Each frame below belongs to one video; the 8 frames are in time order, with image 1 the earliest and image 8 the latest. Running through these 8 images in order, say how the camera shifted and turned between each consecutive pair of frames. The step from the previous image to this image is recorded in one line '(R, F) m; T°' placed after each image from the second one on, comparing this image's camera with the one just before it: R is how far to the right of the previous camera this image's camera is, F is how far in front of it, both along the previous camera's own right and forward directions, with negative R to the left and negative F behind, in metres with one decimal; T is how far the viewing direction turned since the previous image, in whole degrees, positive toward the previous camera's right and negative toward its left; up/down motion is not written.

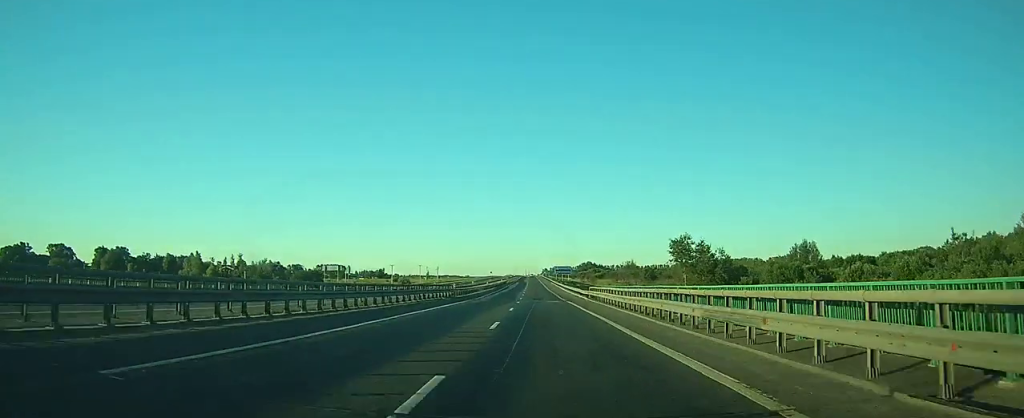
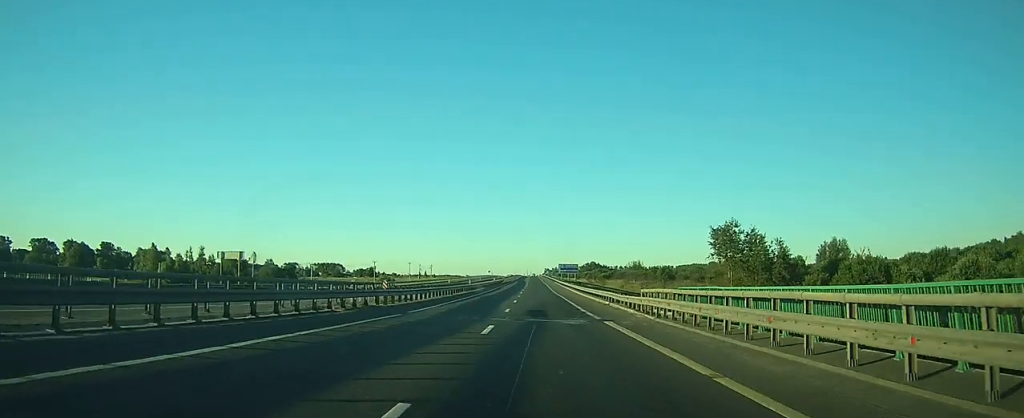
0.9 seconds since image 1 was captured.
(+0.1, +25.5) m; 0°
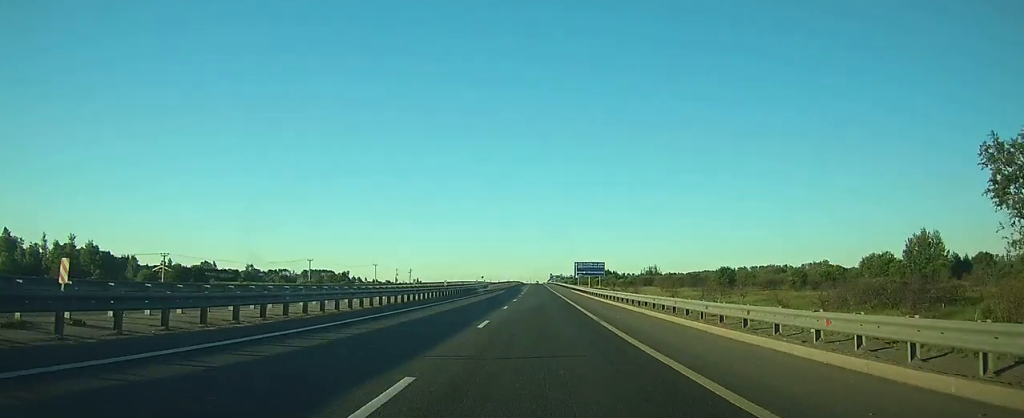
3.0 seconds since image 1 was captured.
(-0.2, +57.2) m; 0°
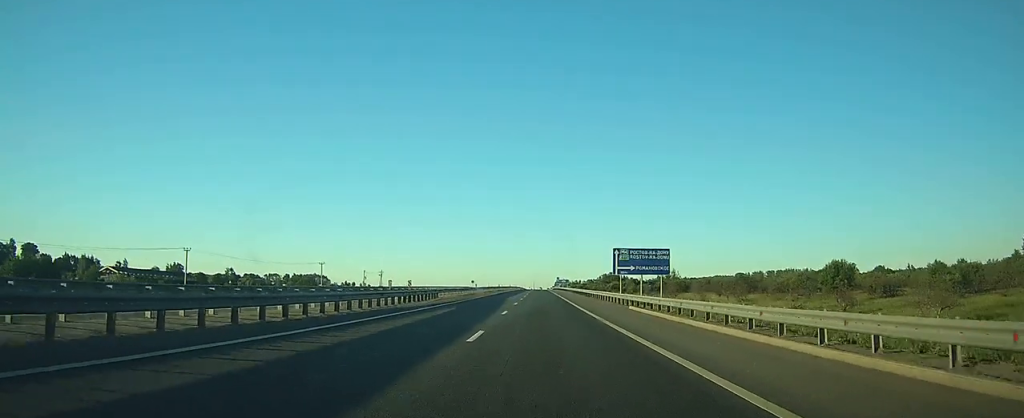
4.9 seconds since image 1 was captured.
(-0.3, +50.5) m; -1°
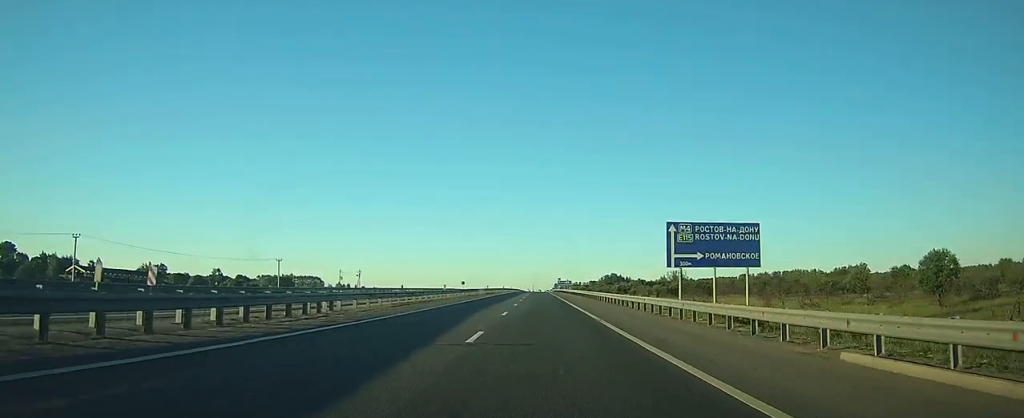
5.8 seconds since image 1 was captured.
(0.0, +23.4) m; 0°
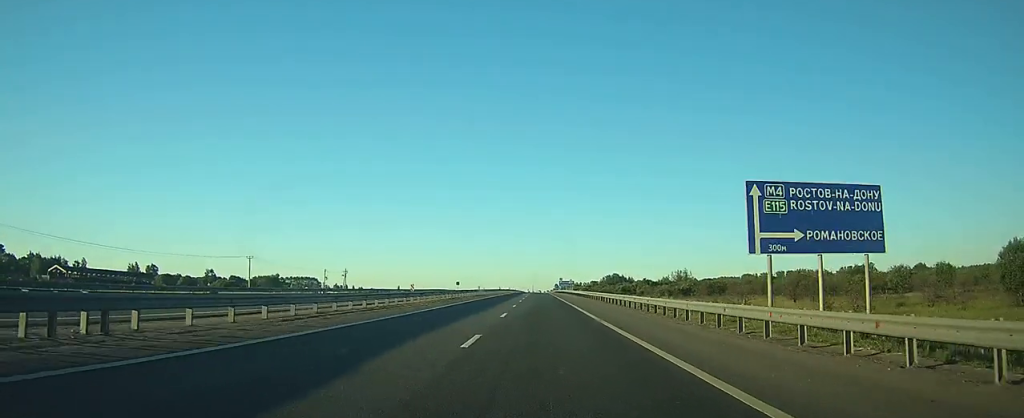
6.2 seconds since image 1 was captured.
(0.0, +12.6) m; 0°
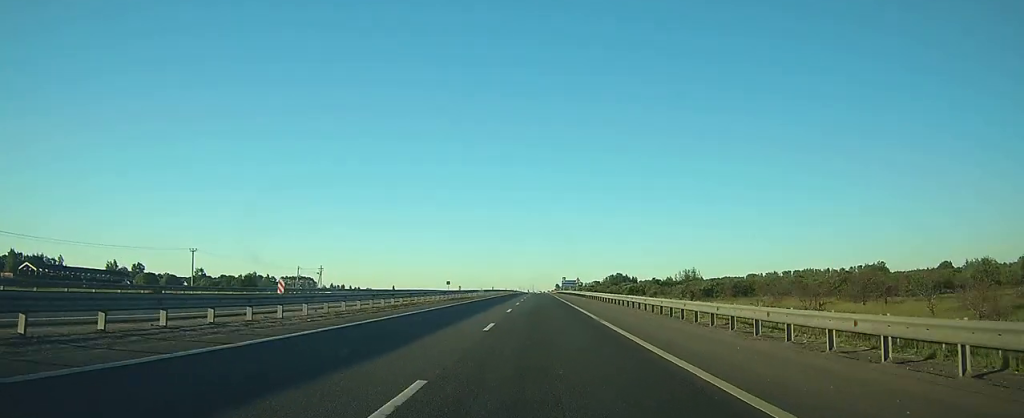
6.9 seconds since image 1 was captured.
(0.0, +19.0) m; 0°
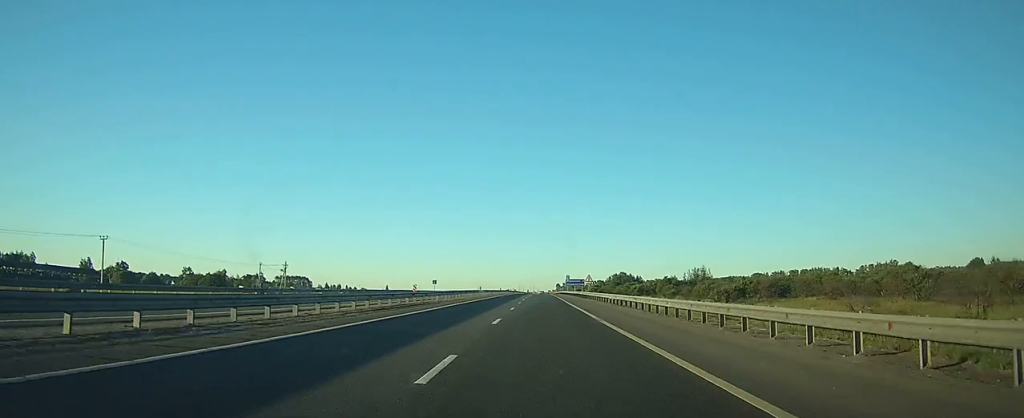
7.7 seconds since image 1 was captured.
(0.0, +20.8) m; 0°
